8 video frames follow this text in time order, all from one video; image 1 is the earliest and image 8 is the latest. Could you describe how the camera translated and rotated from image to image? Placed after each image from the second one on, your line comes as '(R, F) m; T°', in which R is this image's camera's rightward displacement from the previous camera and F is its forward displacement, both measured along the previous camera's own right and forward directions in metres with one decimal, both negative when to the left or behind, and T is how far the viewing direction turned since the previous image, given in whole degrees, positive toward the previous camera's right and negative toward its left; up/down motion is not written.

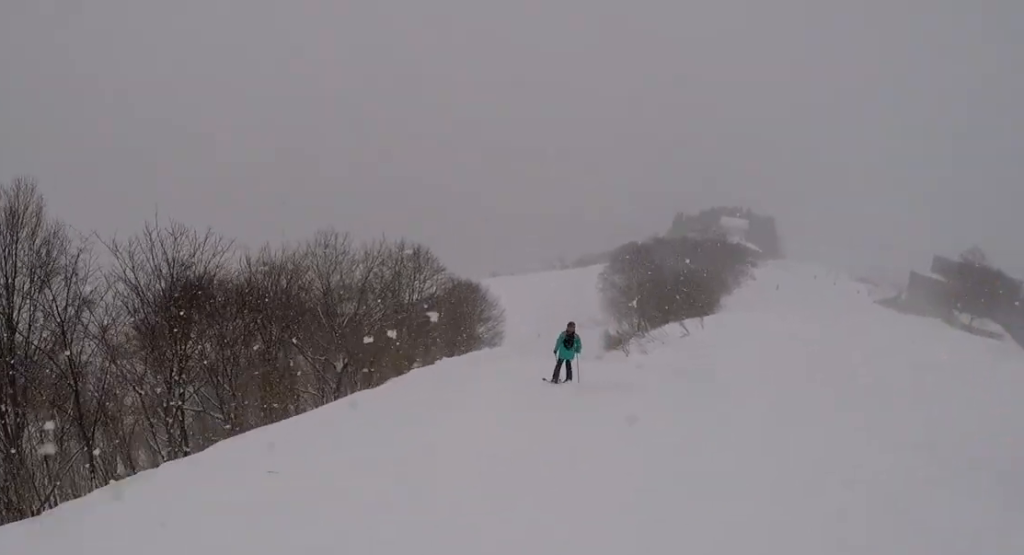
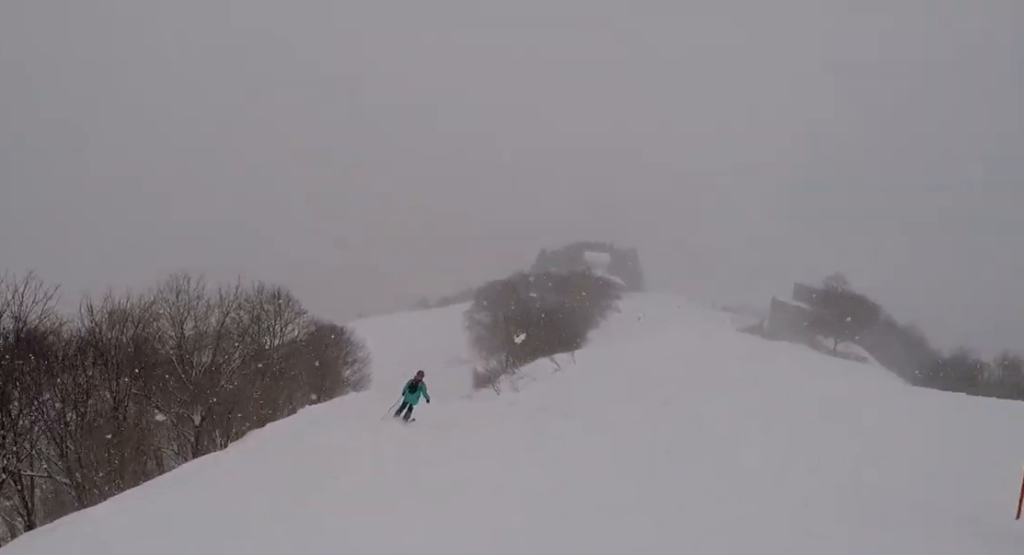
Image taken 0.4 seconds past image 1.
(+0.4, +1.5) m; +1°
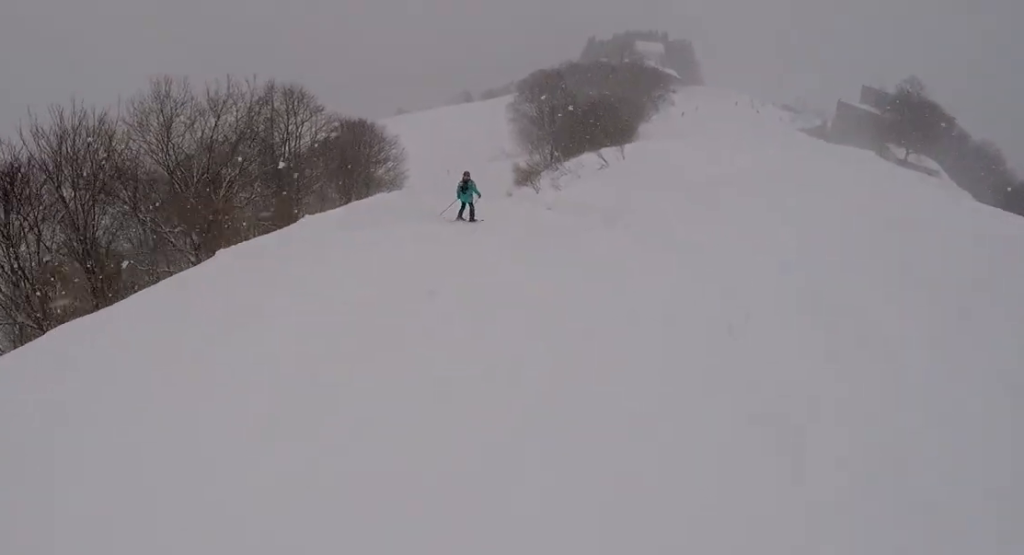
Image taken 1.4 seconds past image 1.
(-0.1, +3.7) m; -9°
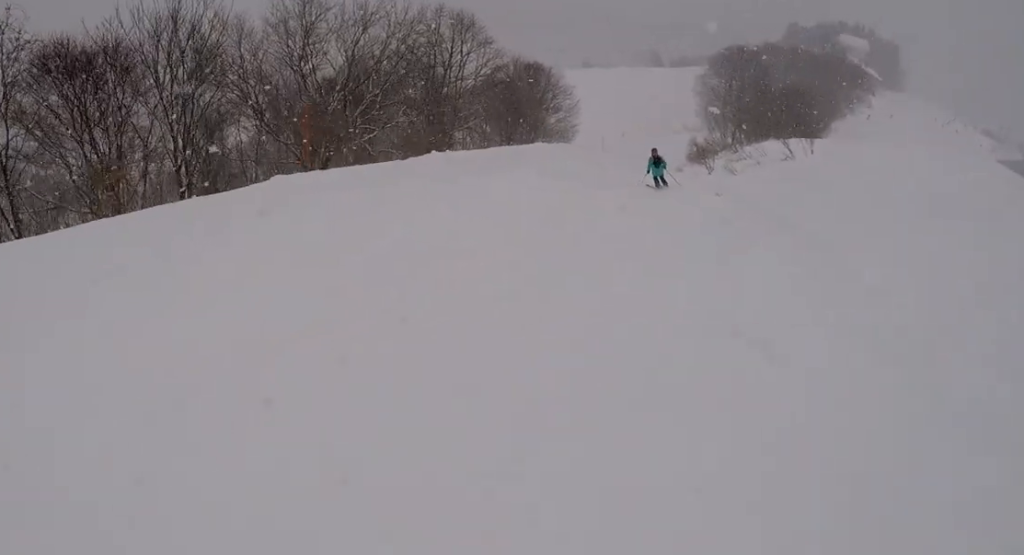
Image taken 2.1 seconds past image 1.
(-0.4, +3.3) m; -8°
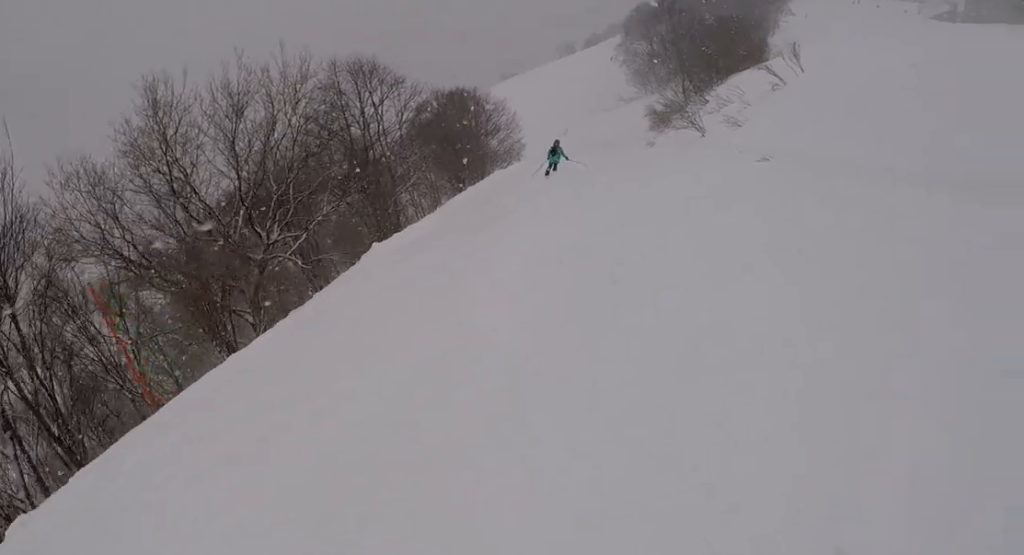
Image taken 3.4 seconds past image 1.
(-0.2, +6.5) m; -2°
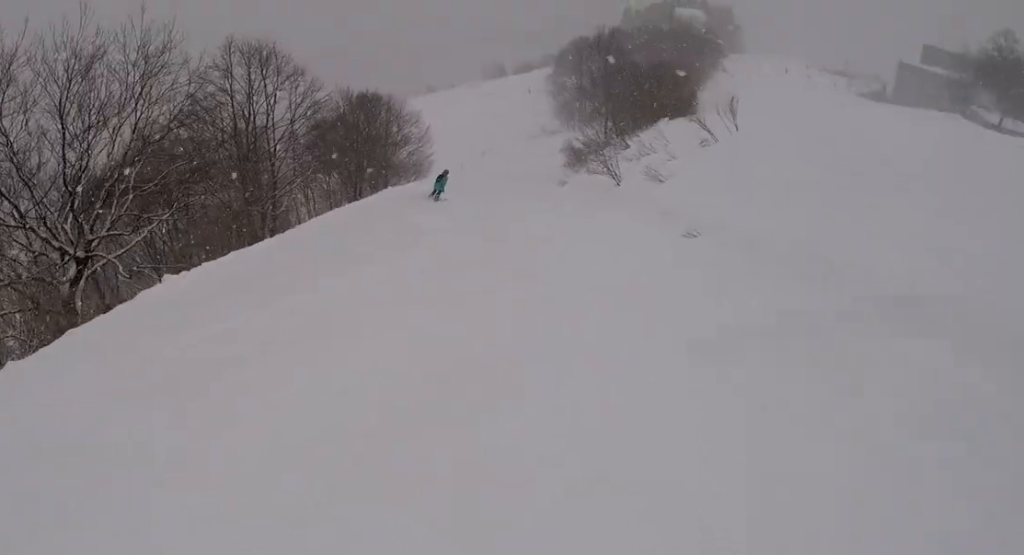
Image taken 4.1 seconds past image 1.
(0.0, +3.8) m; 0°
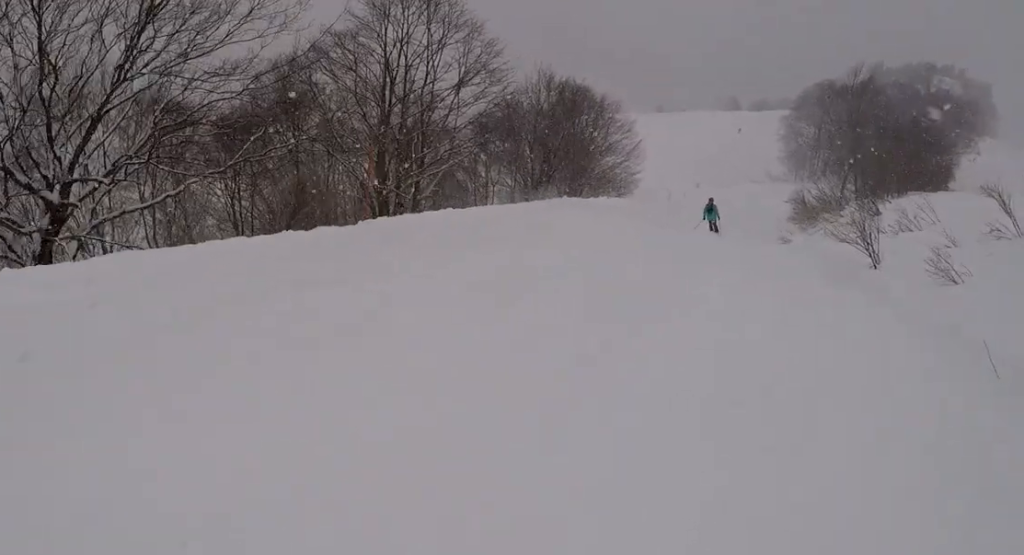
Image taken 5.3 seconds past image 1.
(0.0, +7.8) m; +5°
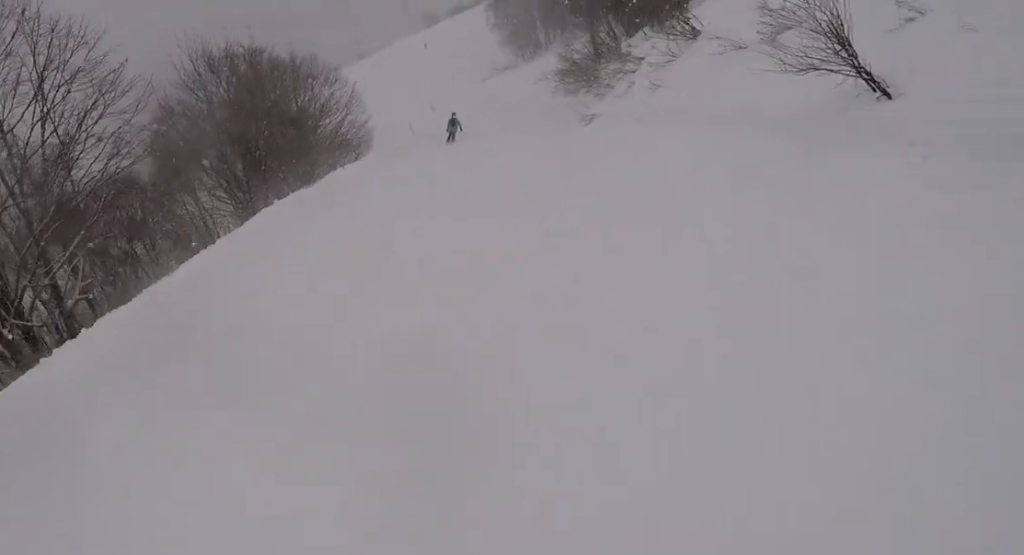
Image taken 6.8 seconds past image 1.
(+1.3, +10.1) m; +6°
